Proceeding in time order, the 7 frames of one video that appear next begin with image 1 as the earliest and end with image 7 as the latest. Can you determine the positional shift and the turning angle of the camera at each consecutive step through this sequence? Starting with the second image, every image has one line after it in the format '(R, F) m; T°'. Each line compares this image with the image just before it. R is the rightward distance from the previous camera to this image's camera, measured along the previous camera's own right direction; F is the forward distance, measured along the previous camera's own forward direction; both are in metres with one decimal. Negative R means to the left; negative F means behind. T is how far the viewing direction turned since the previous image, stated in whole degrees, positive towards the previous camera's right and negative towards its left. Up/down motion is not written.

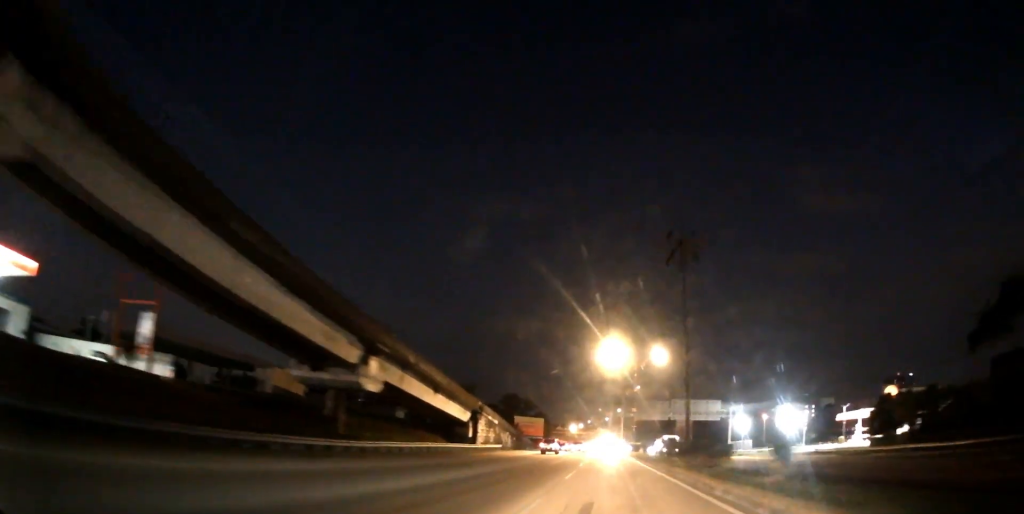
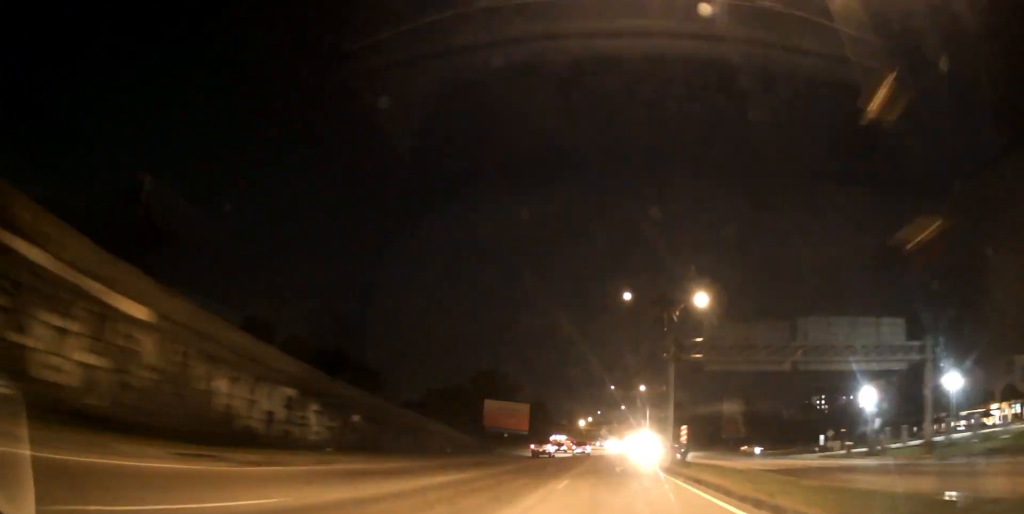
(-0.6, +63.6) m; -1°
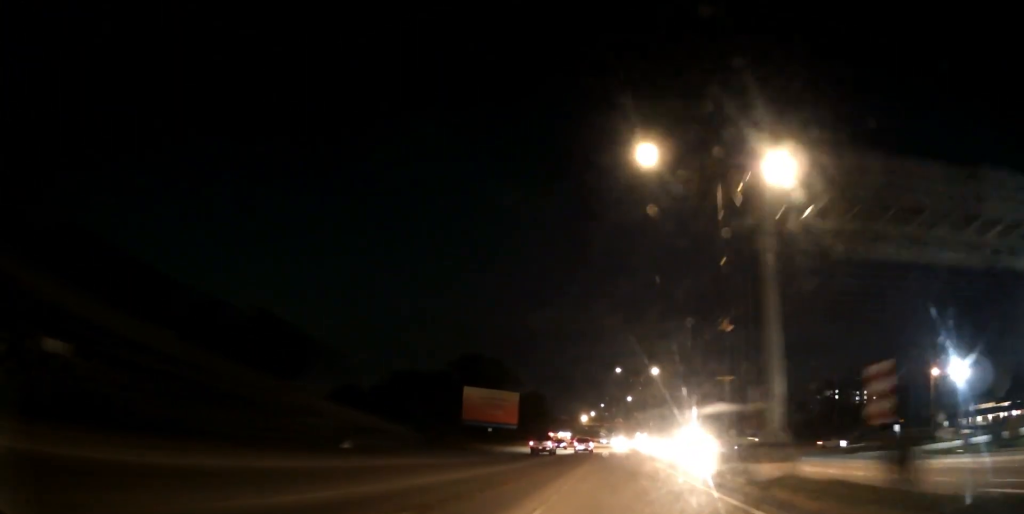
(-0.1, +21.3) m; 0°
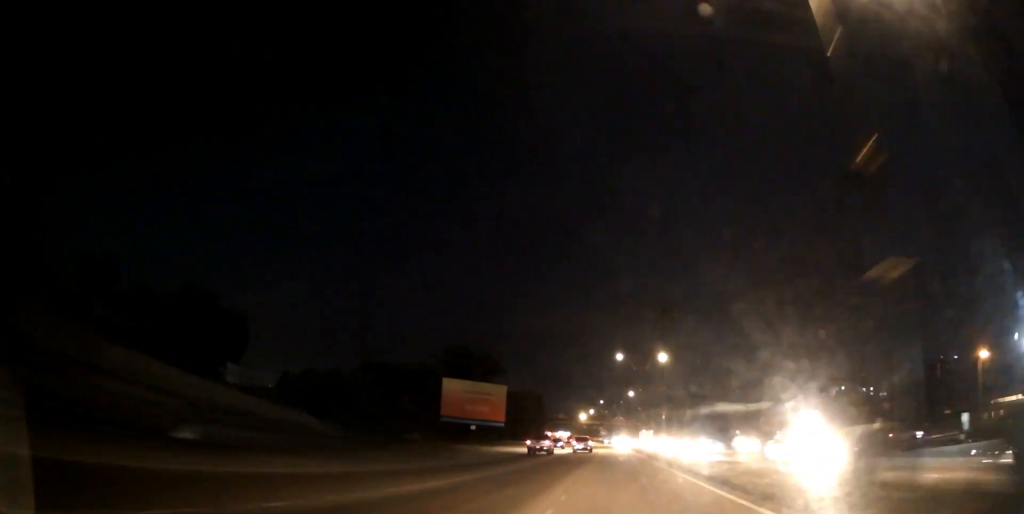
(0.0, +13.2) m; 0°
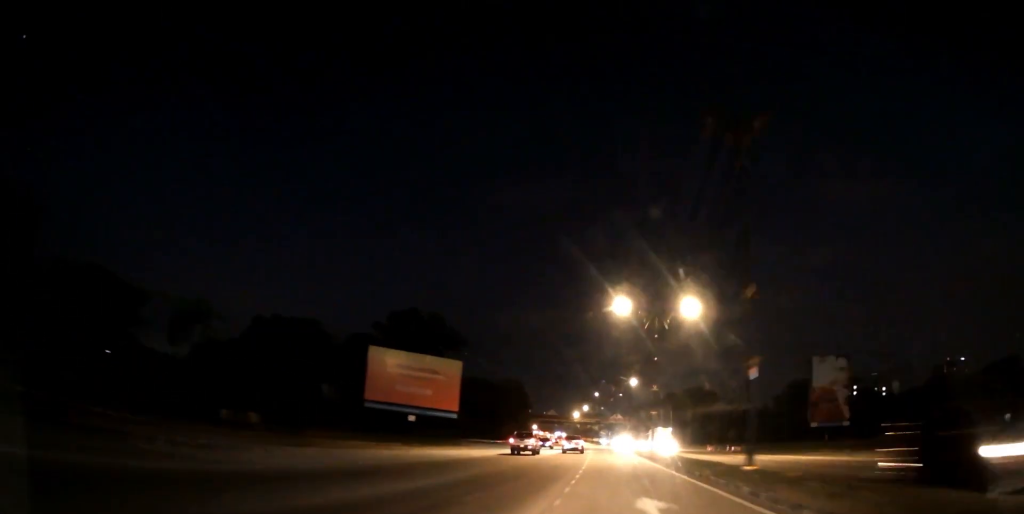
(0.0, +28.9) m; 0°
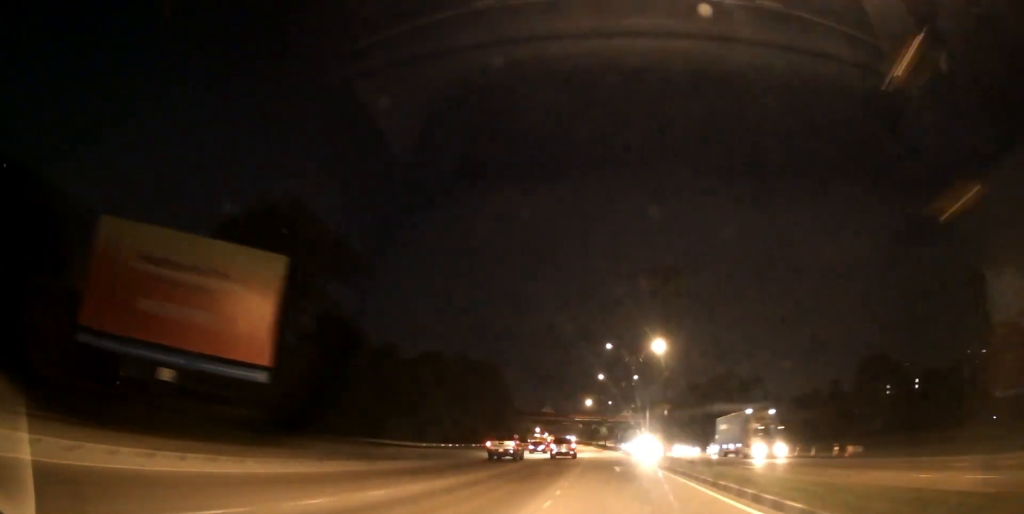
(-0.1, +41.1) m; -1°
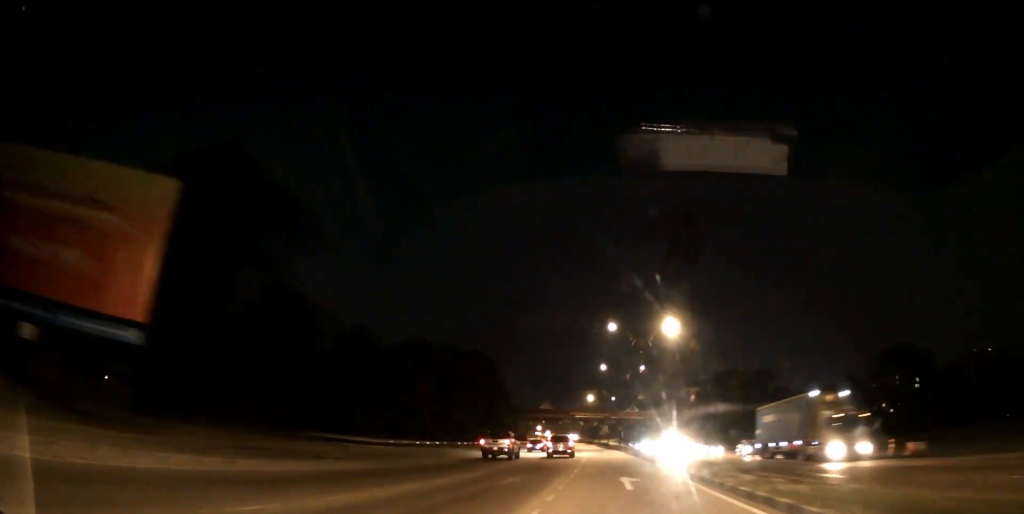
(0.0, +10.6) m; 0°
